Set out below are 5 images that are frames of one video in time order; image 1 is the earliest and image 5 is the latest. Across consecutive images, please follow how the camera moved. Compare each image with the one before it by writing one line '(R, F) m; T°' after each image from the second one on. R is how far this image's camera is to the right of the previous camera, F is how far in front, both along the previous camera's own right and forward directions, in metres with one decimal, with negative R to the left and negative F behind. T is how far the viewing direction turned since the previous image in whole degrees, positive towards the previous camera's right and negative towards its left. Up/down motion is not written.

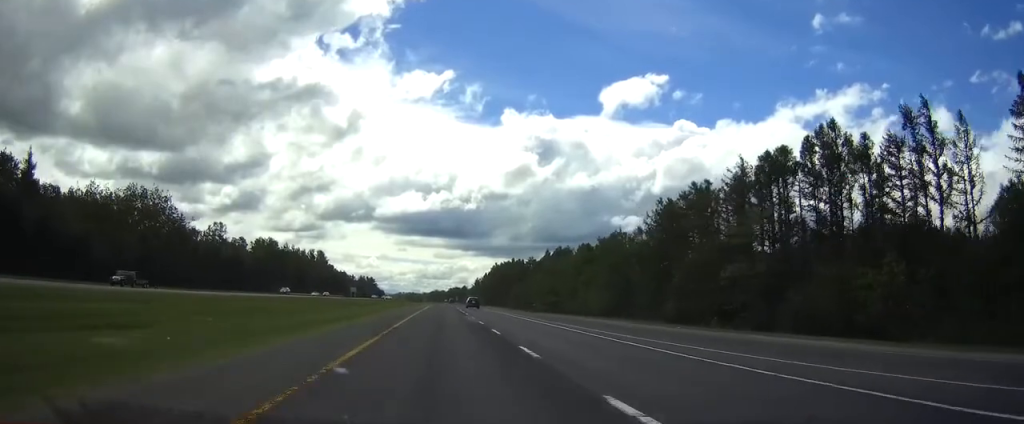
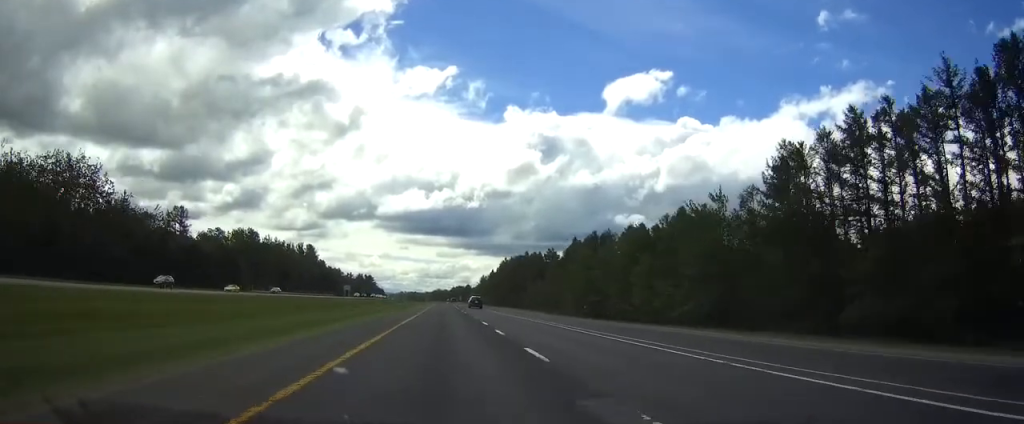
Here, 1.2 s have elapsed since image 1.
(0.0, +36.7) m; 0°
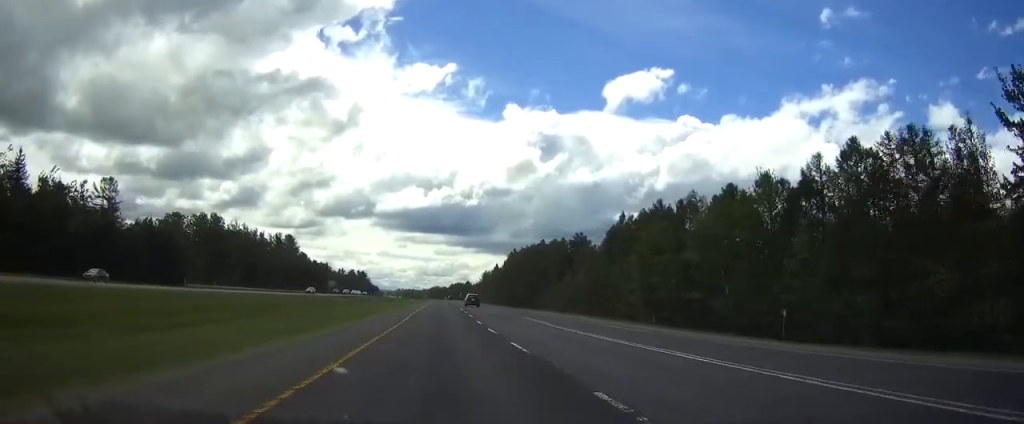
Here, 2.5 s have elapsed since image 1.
(+0.1, +42.8) m; 0°
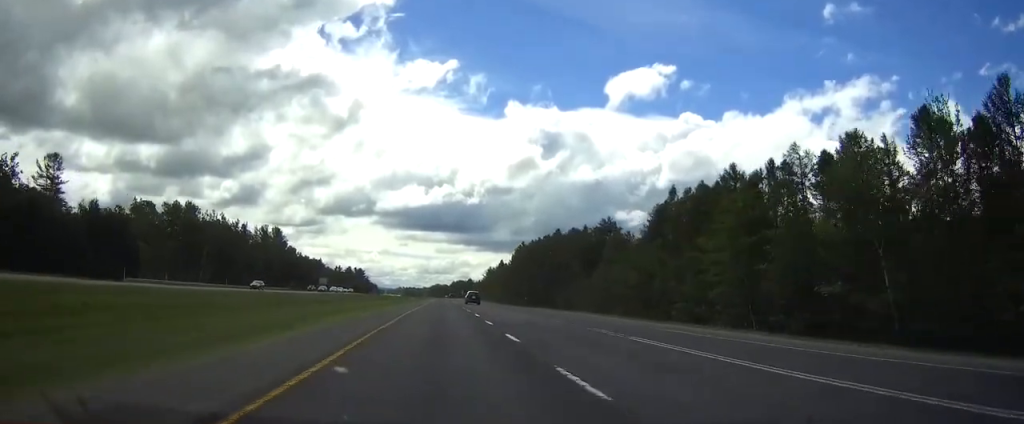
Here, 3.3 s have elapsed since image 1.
(0.0, +25.0) m; 0°
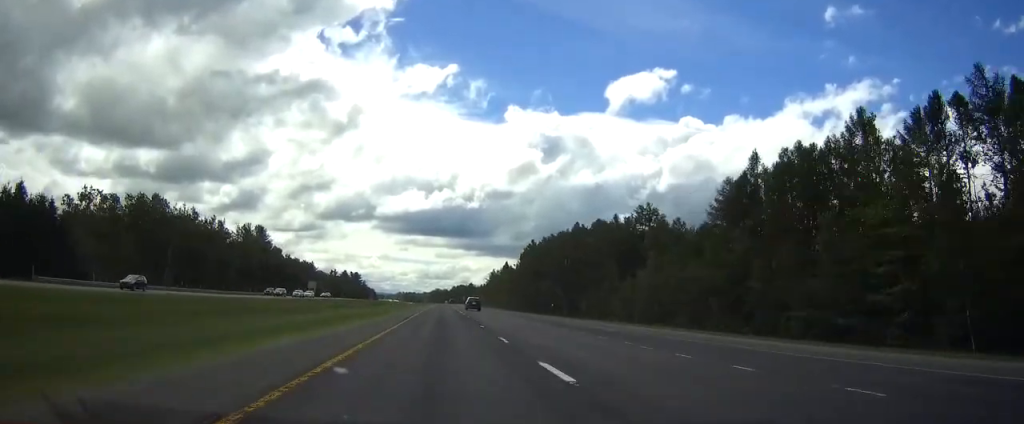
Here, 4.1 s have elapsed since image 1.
(0.0, +25.0) m; 0°
